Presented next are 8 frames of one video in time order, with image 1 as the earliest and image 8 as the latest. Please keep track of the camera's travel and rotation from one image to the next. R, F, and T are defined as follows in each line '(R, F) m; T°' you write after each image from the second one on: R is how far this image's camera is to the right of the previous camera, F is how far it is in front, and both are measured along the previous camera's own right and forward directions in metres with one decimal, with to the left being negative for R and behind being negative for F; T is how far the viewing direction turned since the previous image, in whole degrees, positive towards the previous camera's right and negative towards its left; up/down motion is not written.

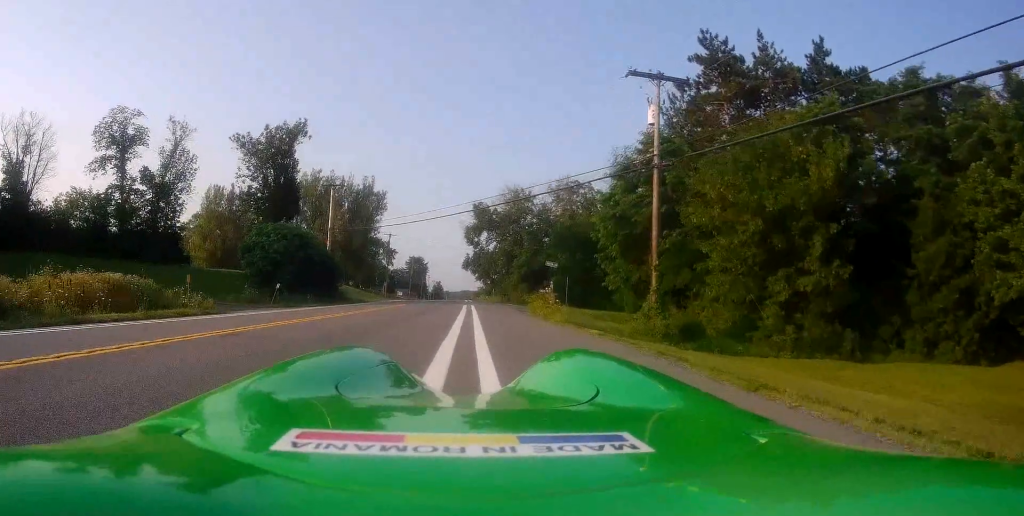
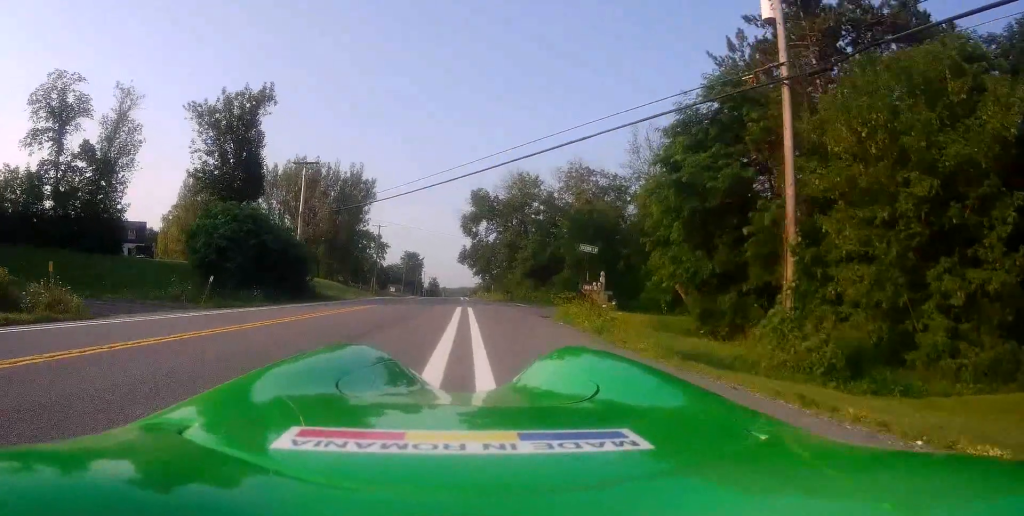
(0.0, +10.0) m; 0°
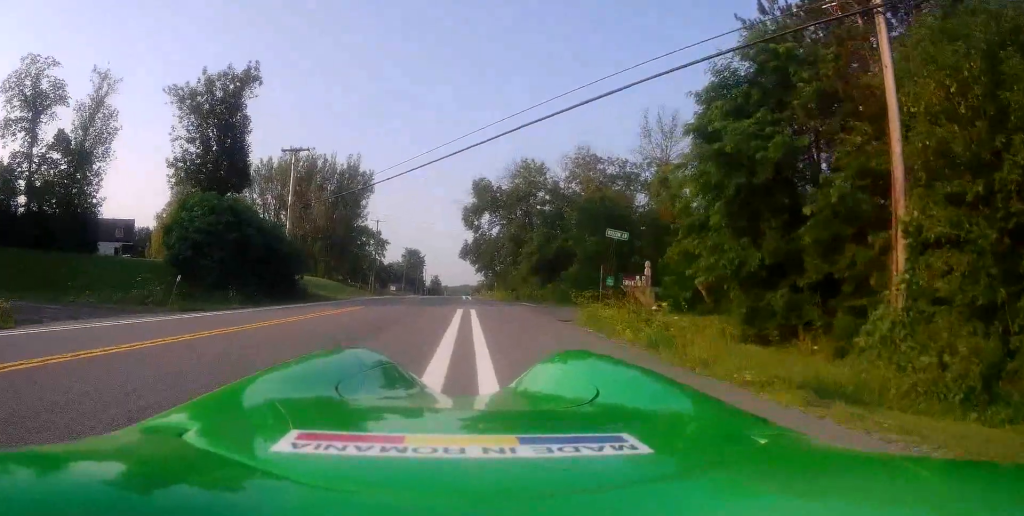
(0.0, +3.8) m; 0°
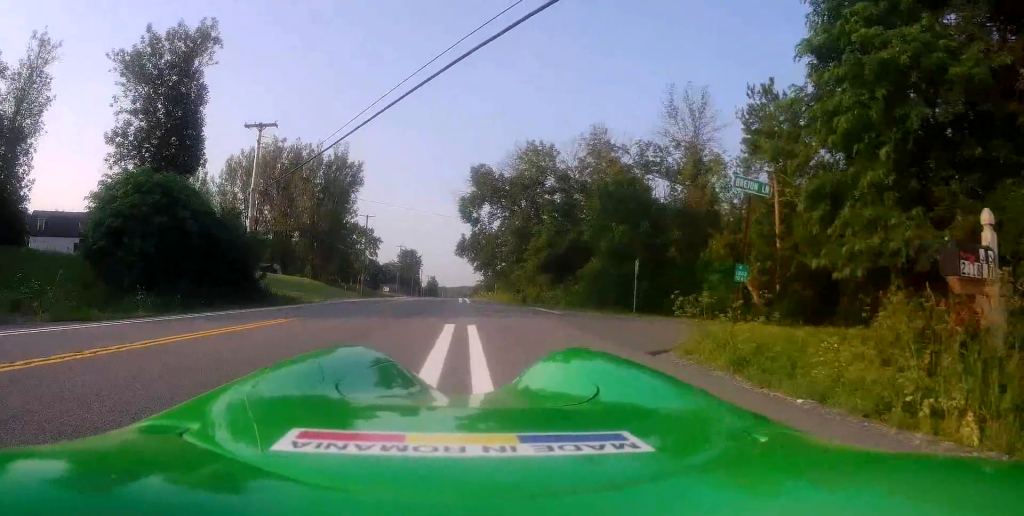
(0.0, +8.4) m; 0°
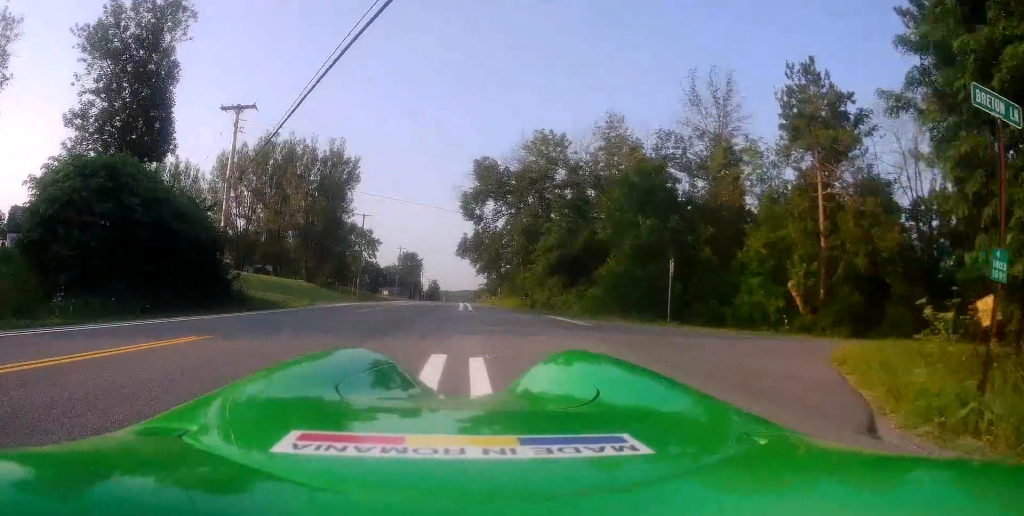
(0.0, +4.8) m; 0°
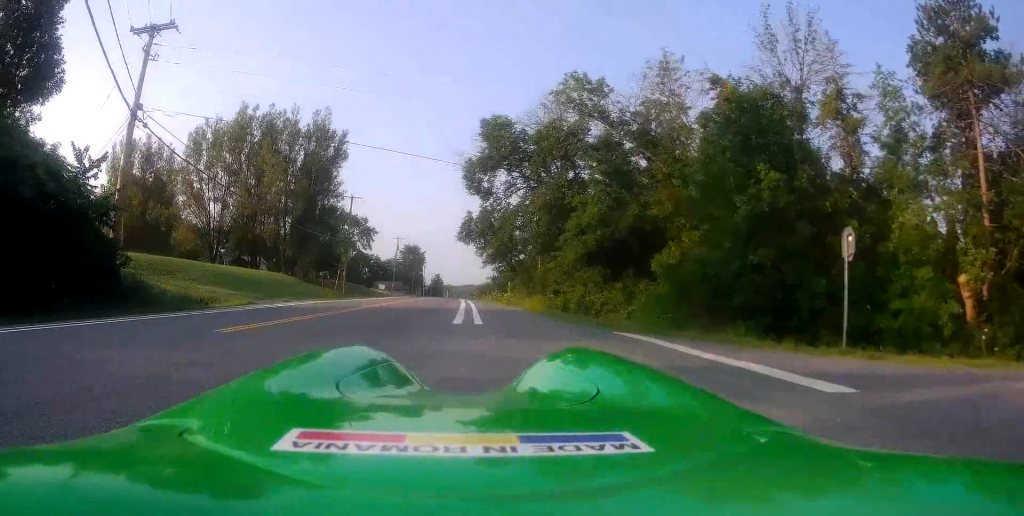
(0.0, +11.8) m; 0°
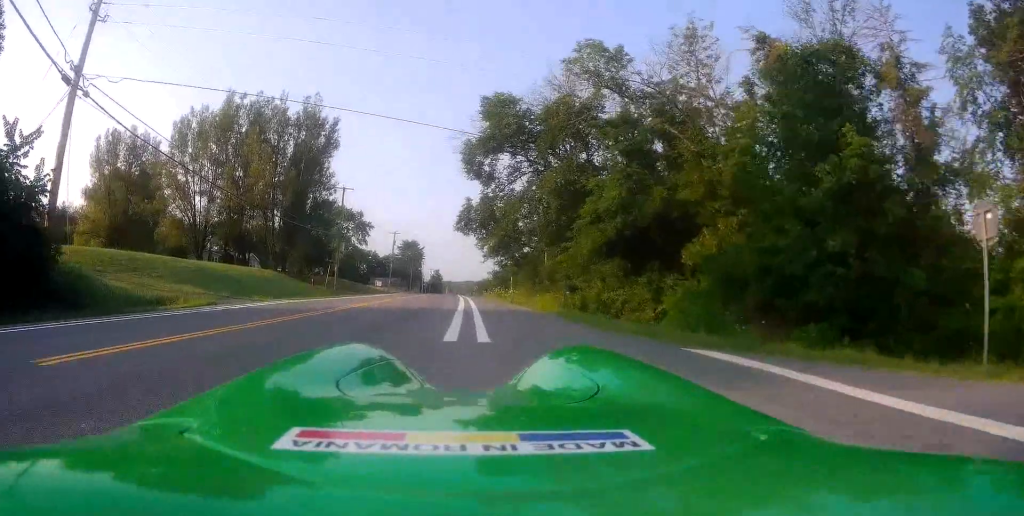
(0.0, +4.4) m; 0°
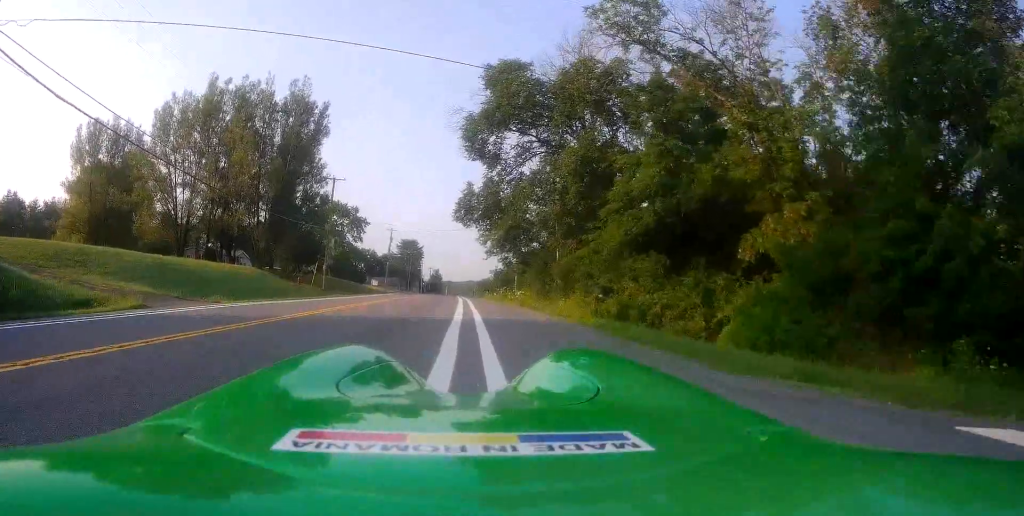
(0.0, +5.4) m; 0°
